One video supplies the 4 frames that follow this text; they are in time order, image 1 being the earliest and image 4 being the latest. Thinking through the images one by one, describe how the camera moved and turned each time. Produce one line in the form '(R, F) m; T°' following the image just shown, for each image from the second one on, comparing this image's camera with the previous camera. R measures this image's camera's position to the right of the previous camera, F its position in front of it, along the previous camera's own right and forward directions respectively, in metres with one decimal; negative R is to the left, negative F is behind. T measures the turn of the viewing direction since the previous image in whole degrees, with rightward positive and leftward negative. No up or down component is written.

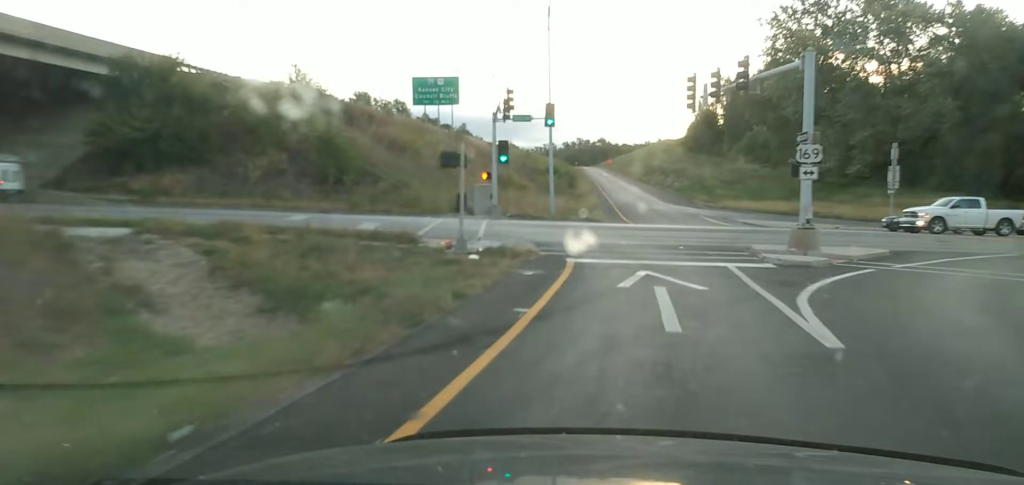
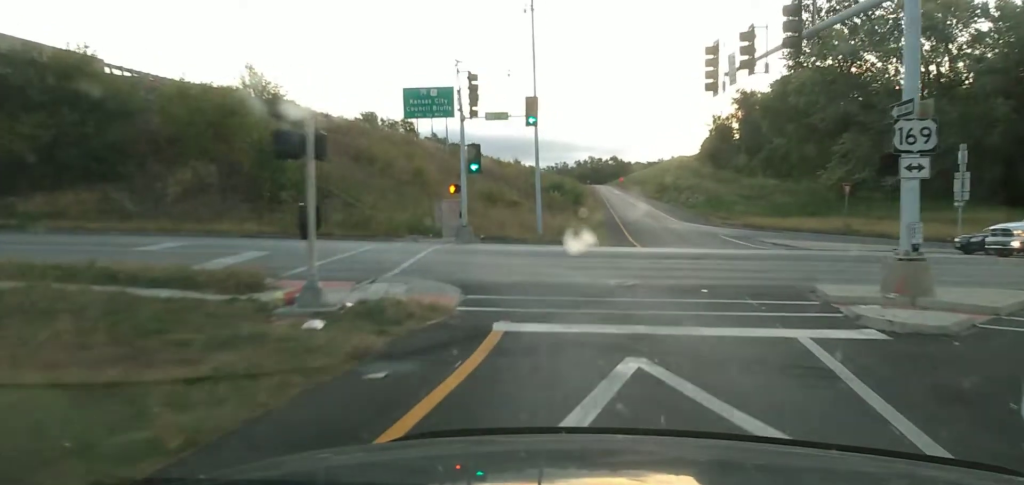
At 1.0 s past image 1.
(-0.3, +9.3) m; -2°
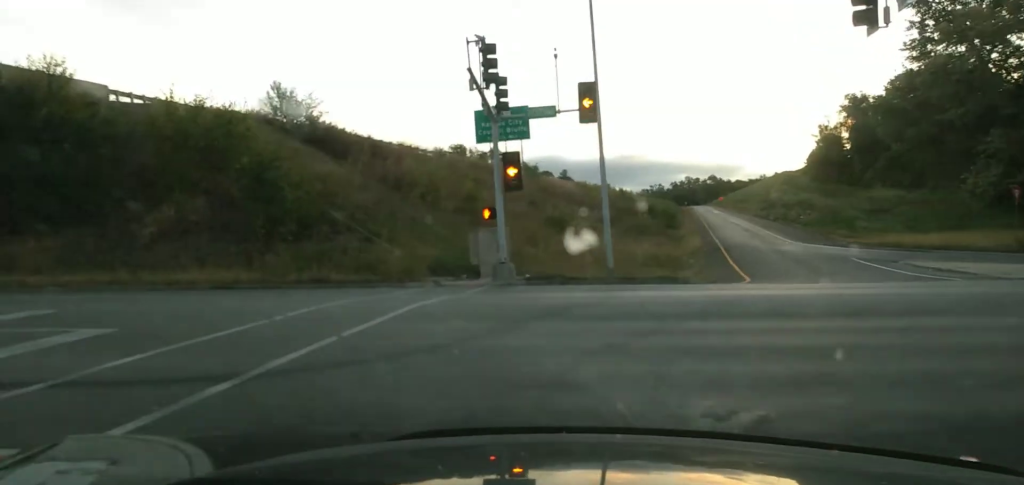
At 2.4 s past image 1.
(-0.4, +11.8) m; -8°
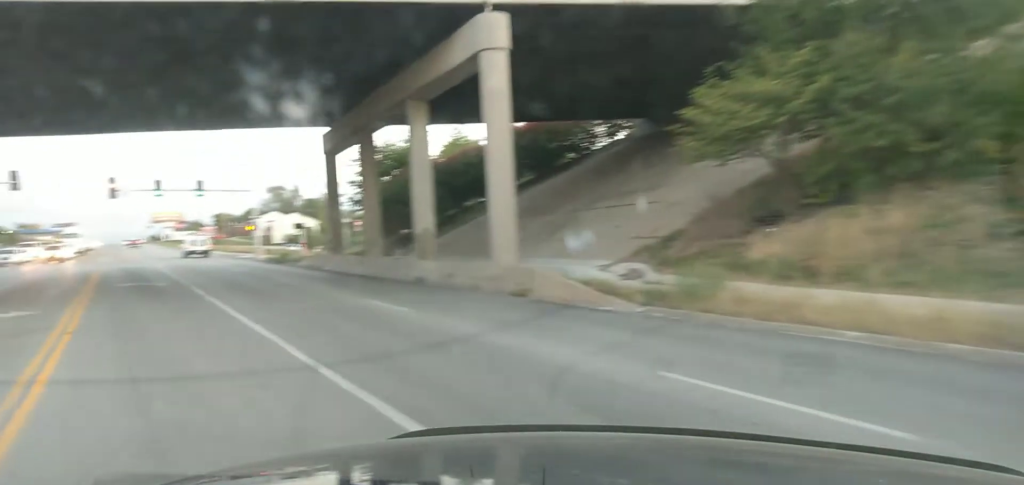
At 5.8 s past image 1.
(-10.2, +15.7) m; -59°
